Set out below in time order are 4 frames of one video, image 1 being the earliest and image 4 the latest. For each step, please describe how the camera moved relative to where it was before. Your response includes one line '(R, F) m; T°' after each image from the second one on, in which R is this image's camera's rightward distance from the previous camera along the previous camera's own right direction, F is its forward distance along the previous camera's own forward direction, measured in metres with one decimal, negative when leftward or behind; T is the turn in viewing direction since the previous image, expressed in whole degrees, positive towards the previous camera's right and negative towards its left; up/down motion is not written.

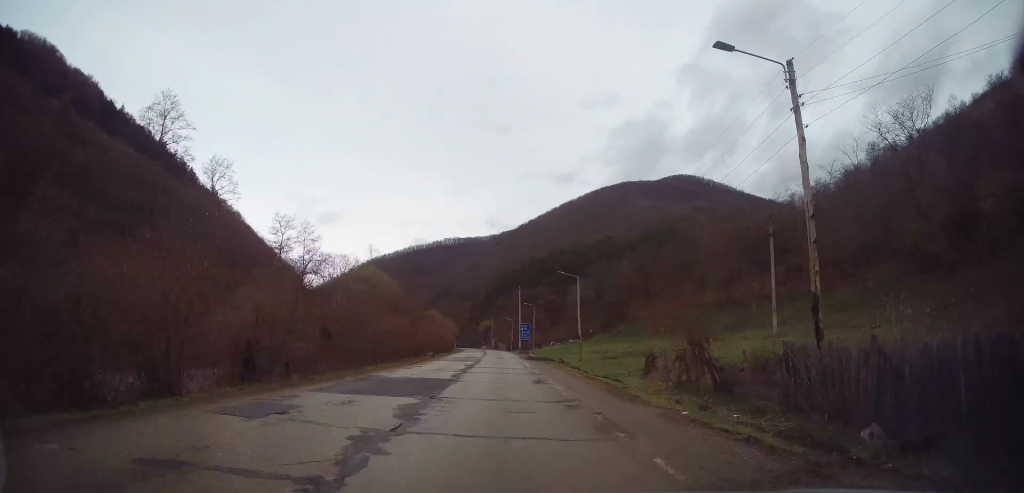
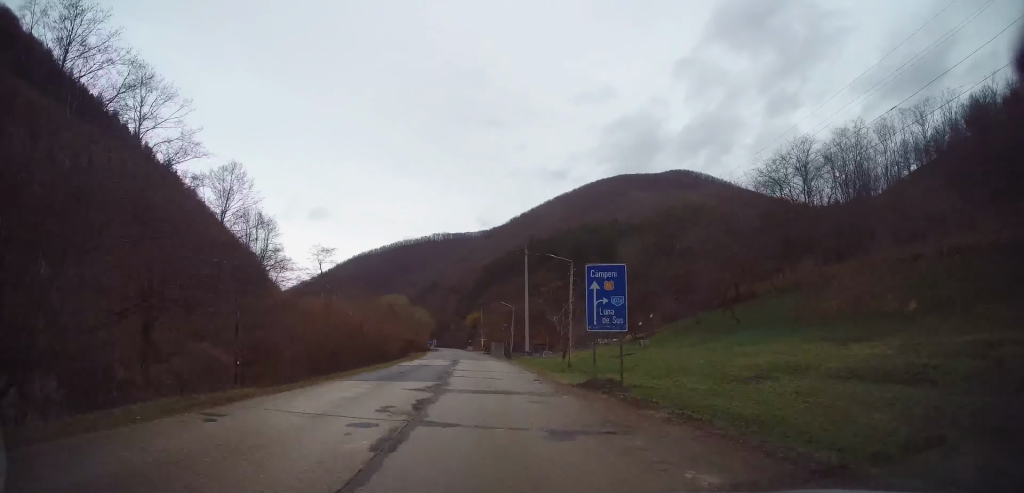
(-1.3, +48.8) m; -1°
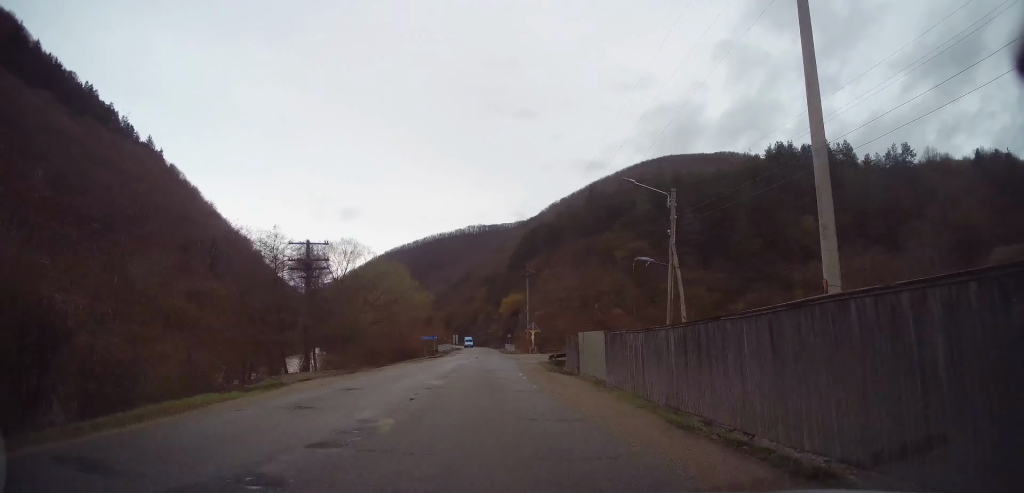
(-1.5, +60.7) m; -3°
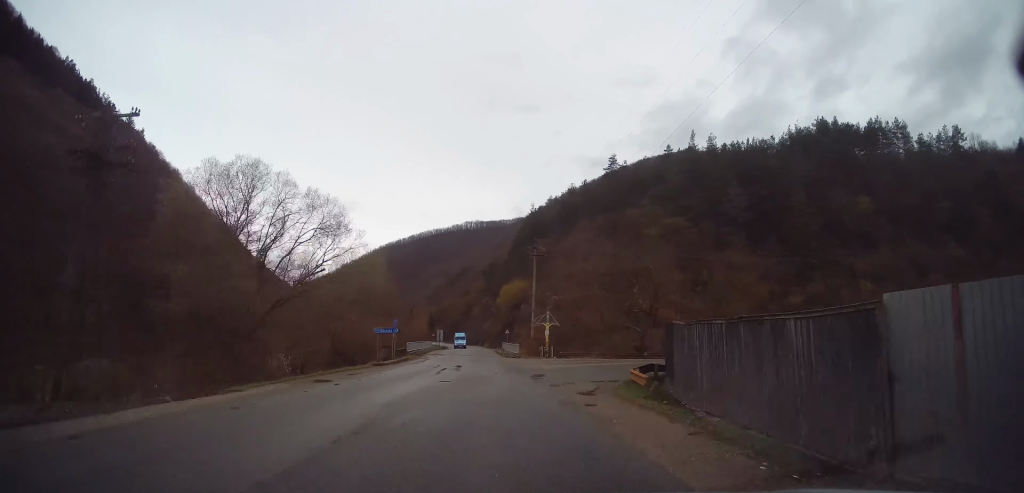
(0.0, +22.2) m; 0°
